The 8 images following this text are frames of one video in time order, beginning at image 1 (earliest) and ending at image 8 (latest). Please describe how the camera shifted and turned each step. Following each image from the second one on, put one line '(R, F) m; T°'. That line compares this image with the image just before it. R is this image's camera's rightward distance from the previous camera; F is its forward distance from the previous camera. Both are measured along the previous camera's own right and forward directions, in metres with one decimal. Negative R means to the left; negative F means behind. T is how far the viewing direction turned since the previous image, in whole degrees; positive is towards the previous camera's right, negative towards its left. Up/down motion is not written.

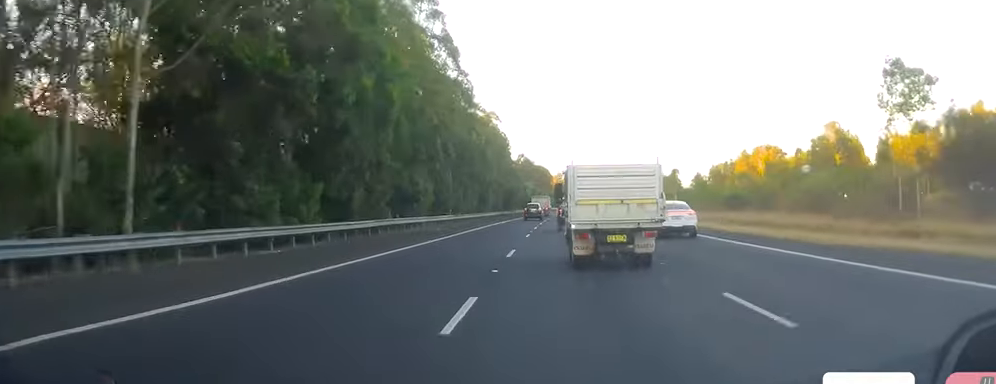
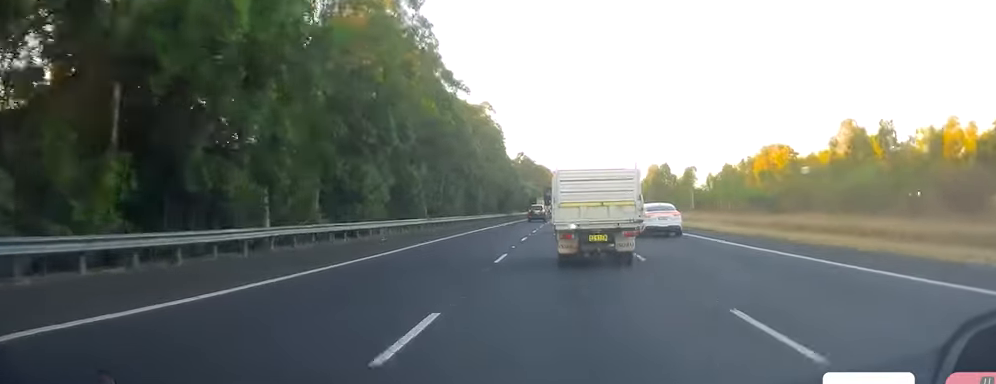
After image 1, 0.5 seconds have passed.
(+0.5, +13.5) m; 0°
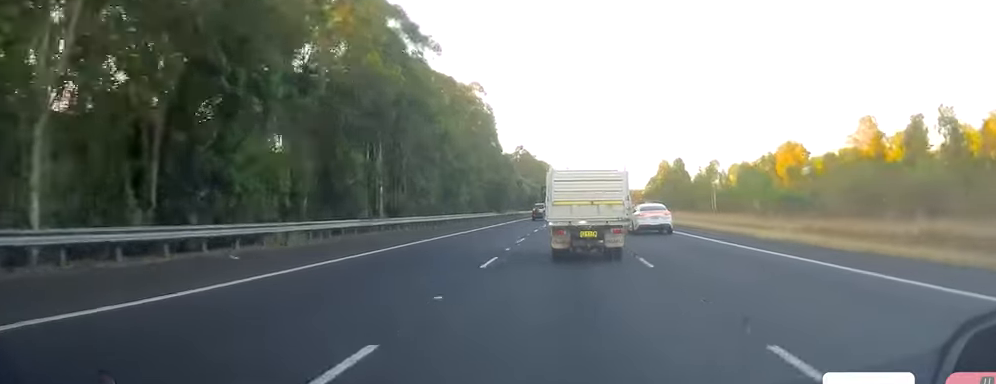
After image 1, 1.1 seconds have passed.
(-0.3, +14.4) m; 0°
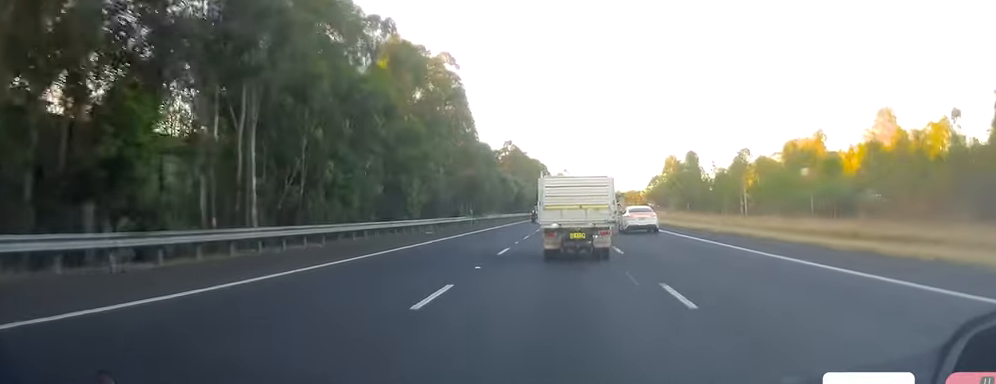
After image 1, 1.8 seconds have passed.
(-0.2, +17.8) m; 0°
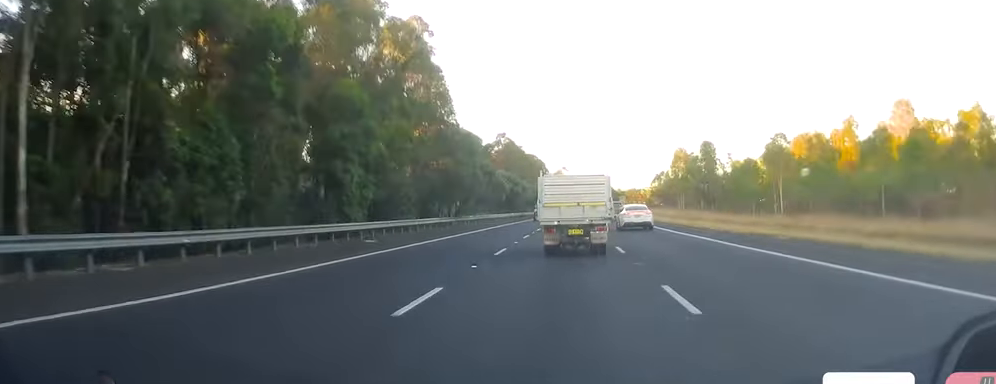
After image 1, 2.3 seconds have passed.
(+0.3, +12.8) m; +1°
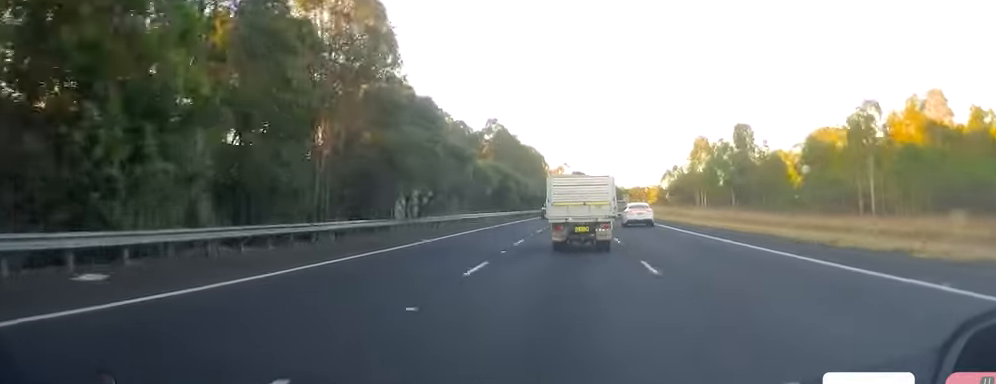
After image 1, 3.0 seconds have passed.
(+0.2, +18.8) m; 0°
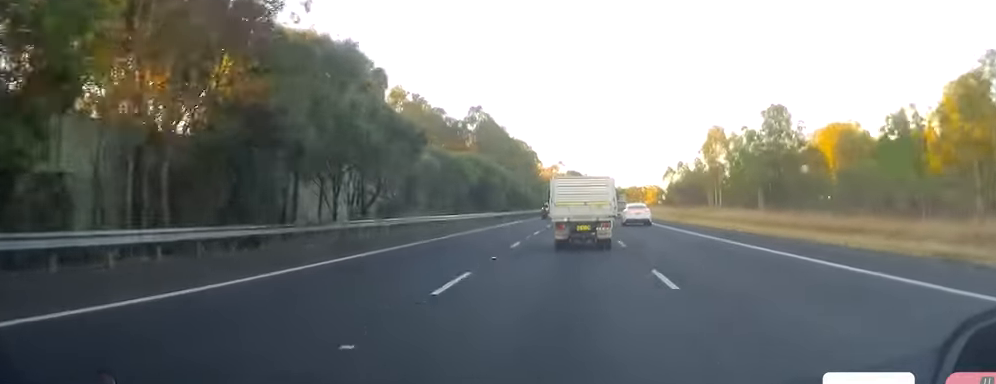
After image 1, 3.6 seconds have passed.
(+0.1, +14.6) m; -1°
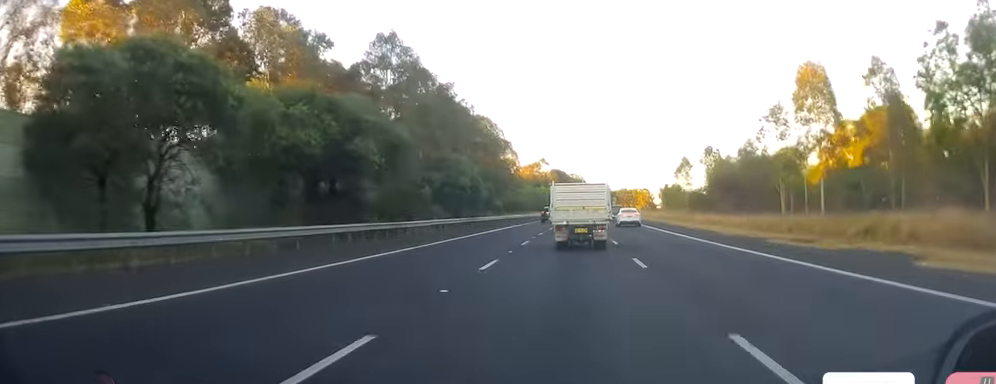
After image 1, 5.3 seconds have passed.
(-0.1, +43.2) m; 0°
